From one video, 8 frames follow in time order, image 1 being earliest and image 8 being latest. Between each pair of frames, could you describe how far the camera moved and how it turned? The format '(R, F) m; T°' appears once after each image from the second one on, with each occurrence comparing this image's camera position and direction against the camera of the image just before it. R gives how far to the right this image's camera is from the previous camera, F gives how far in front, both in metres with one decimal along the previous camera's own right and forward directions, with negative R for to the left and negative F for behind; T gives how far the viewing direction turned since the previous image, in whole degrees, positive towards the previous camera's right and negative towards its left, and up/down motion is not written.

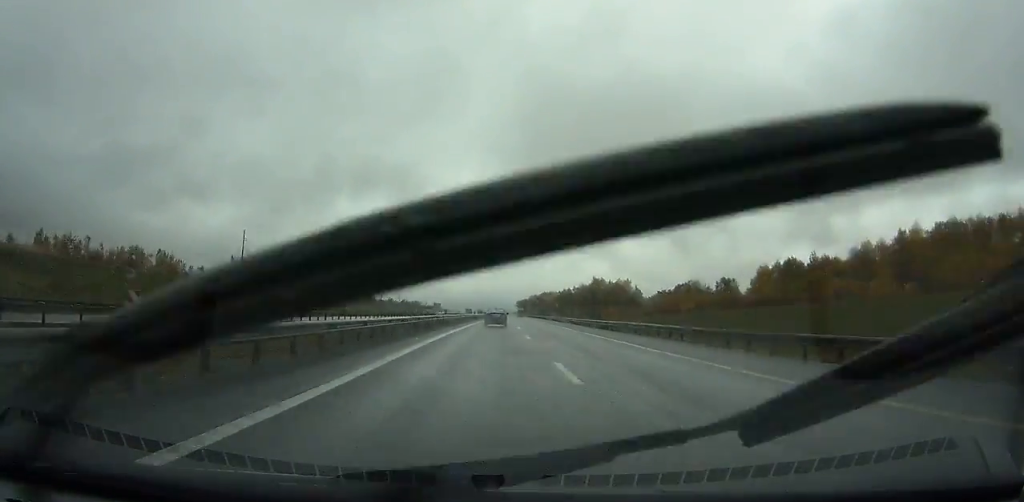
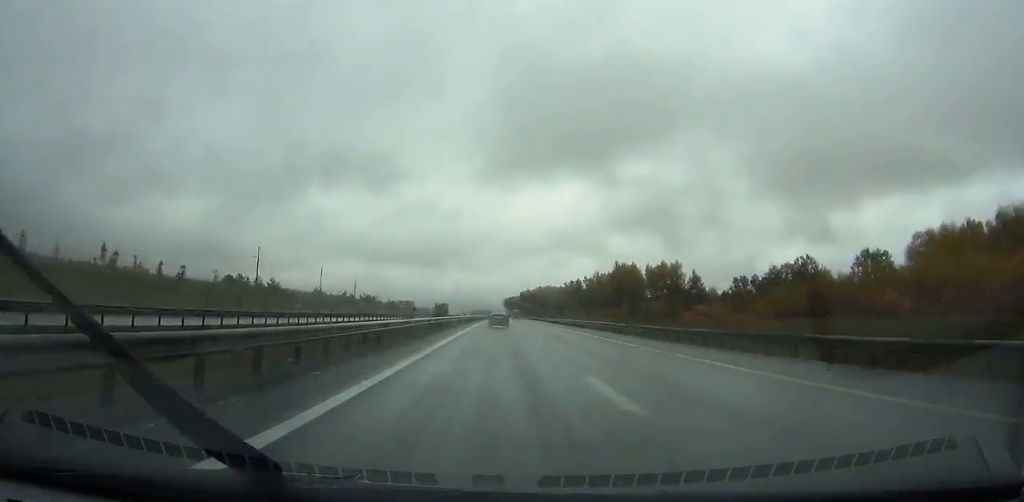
(+0.8, +99.4) m; +1°
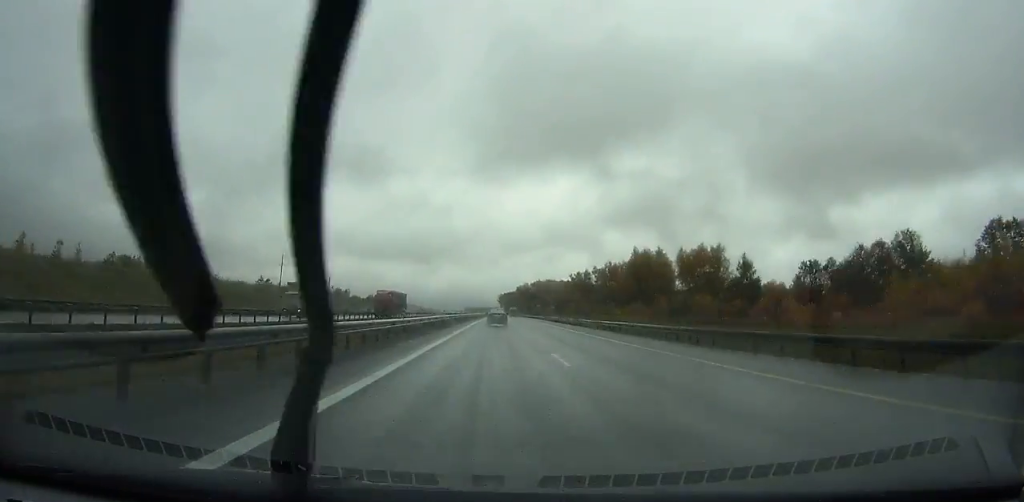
(+0.5, +42.7) m; 0°
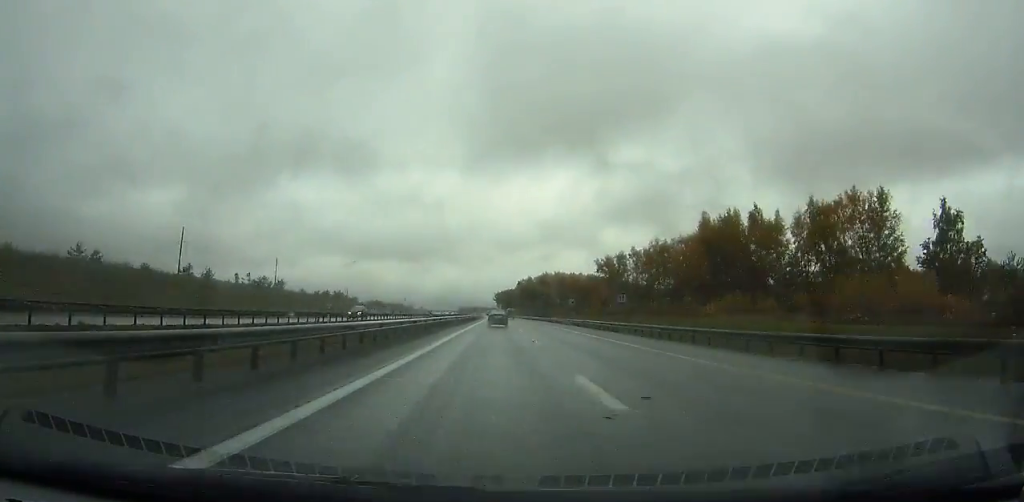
(+0.5, +69.7) m; 0°
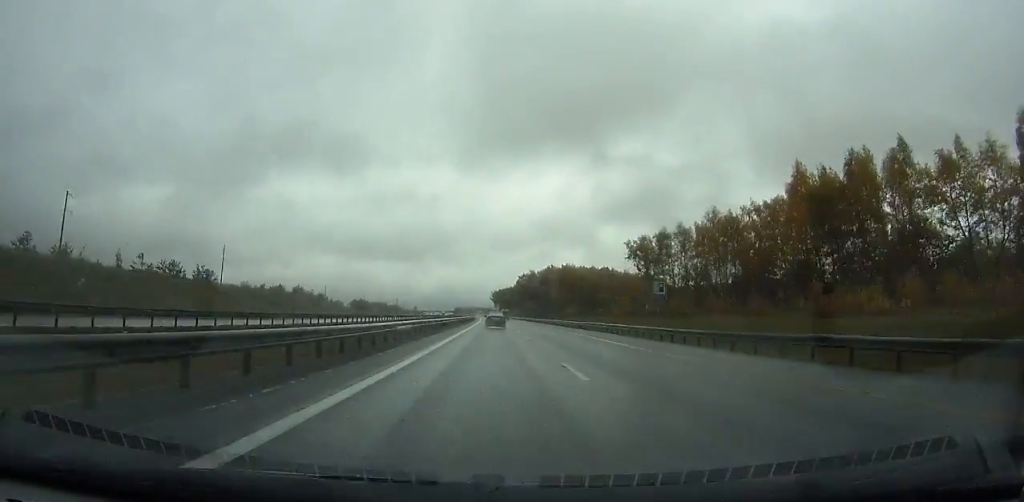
(+0.1, +45.3) m; 0°
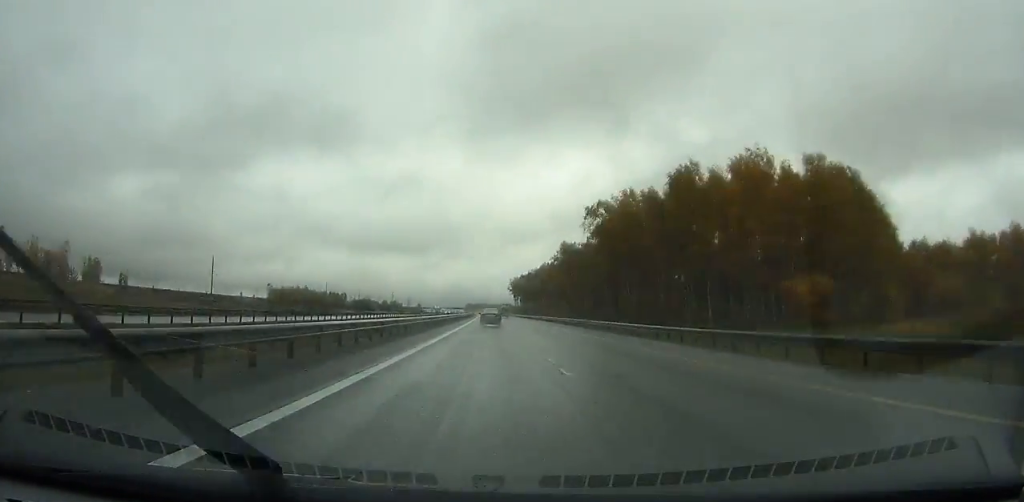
(-0.7, +157.2) m; -1°
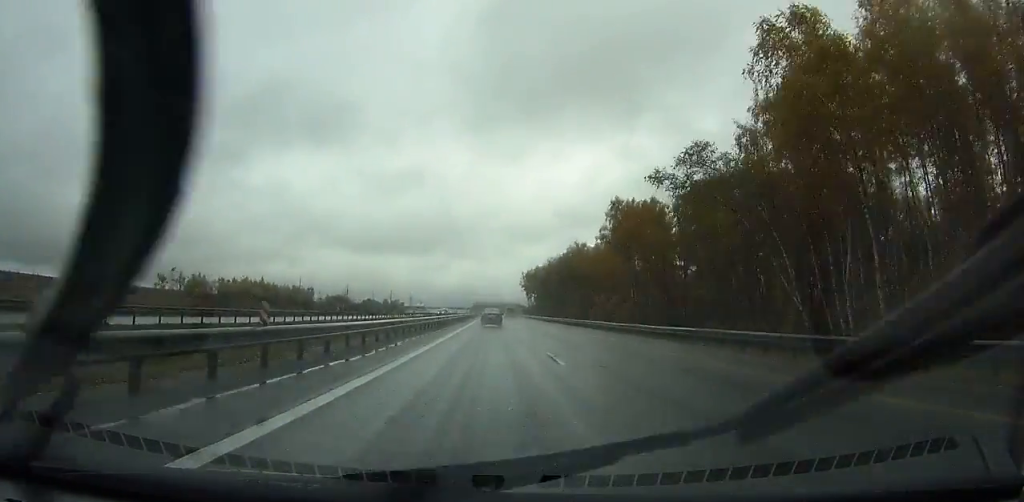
(-0.3, +60.7) m; -1°
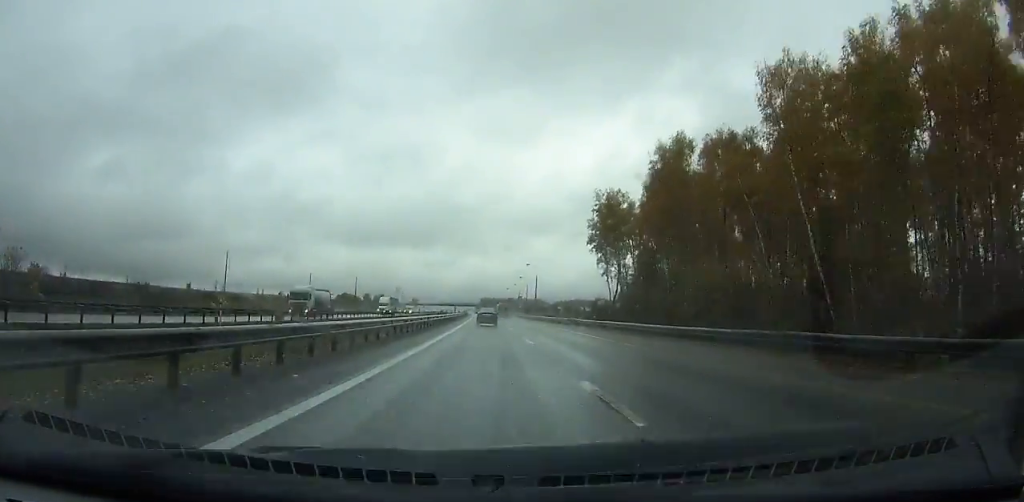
(-2.5, +198.0) m; -2°
